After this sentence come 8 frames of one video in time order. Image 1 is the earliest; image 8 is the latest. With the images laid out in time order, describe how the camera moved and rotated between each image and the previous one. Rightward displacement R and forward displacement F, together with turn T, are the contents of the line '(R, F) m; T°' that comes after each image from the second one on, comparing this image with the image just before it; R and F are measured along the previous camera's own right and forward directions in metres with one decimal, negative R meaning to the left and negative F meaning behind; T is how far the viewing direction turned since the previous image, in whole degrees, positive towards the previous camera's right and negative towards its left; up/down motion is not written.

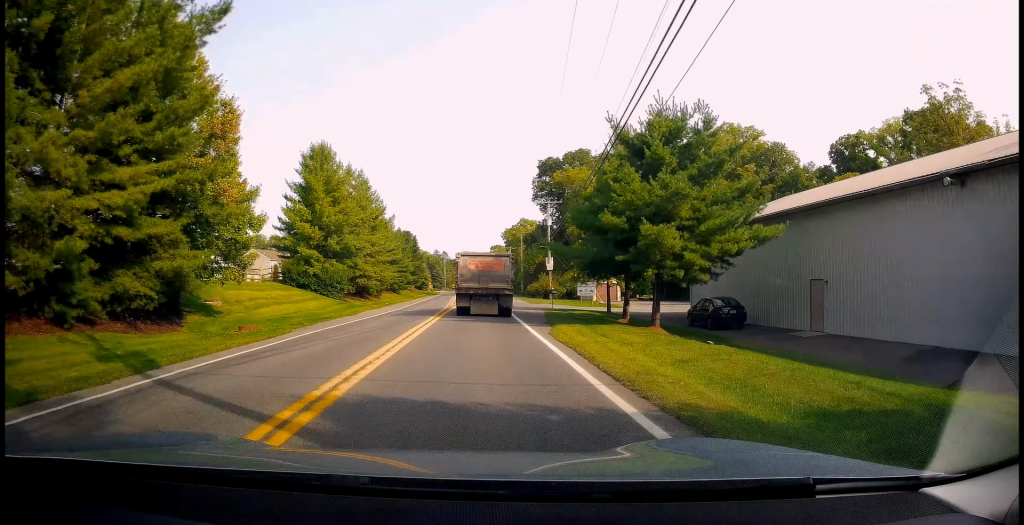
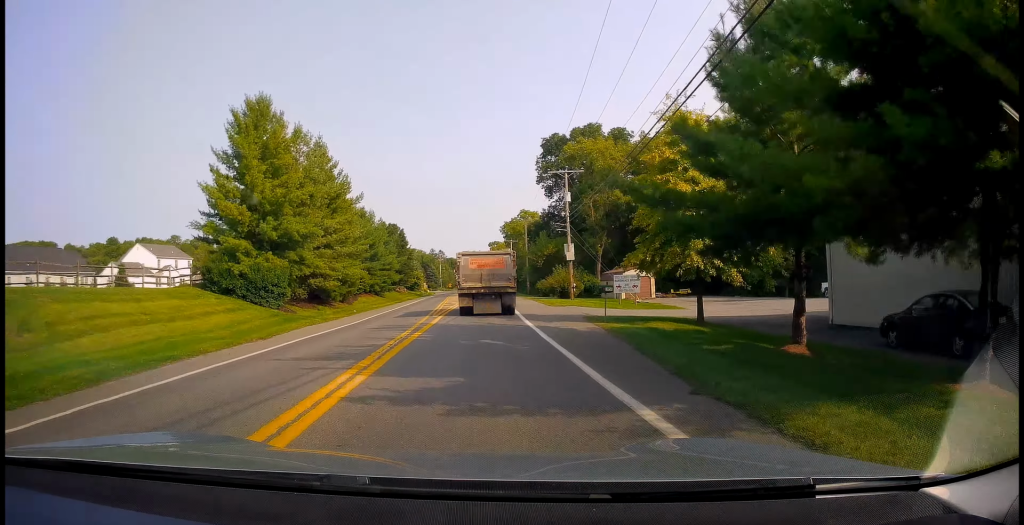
(+0.2, +15.5) m; +1°
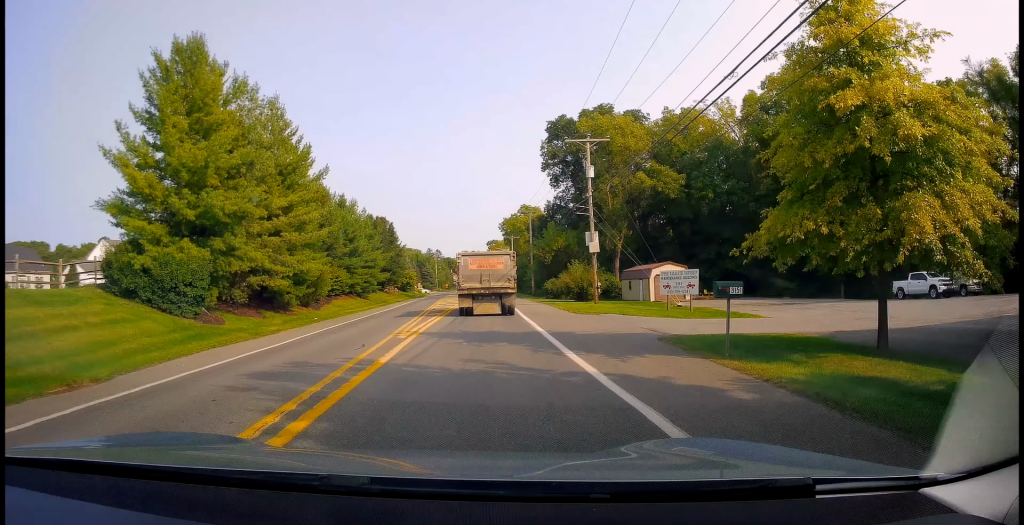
(0.0, +10.6) m; 0°
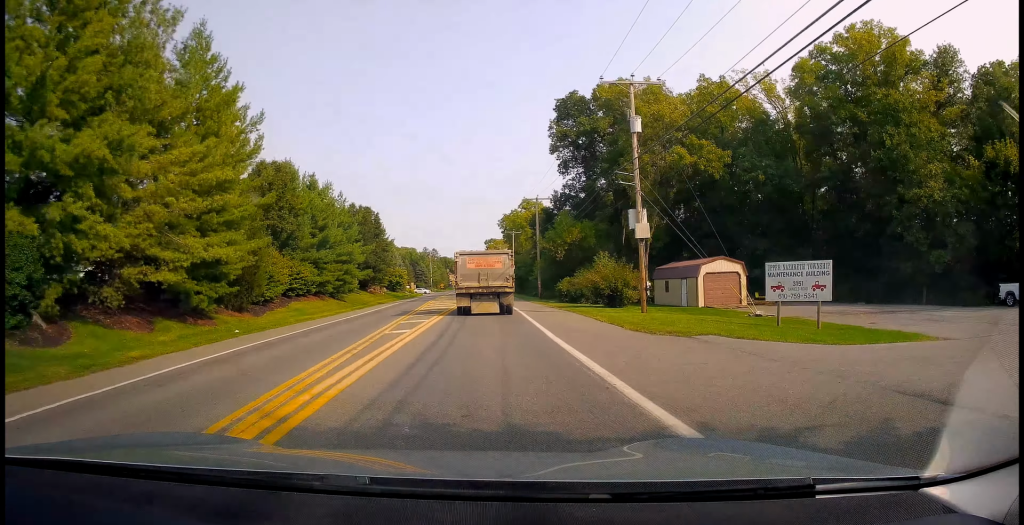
(0.0, +11.8) m; 0°
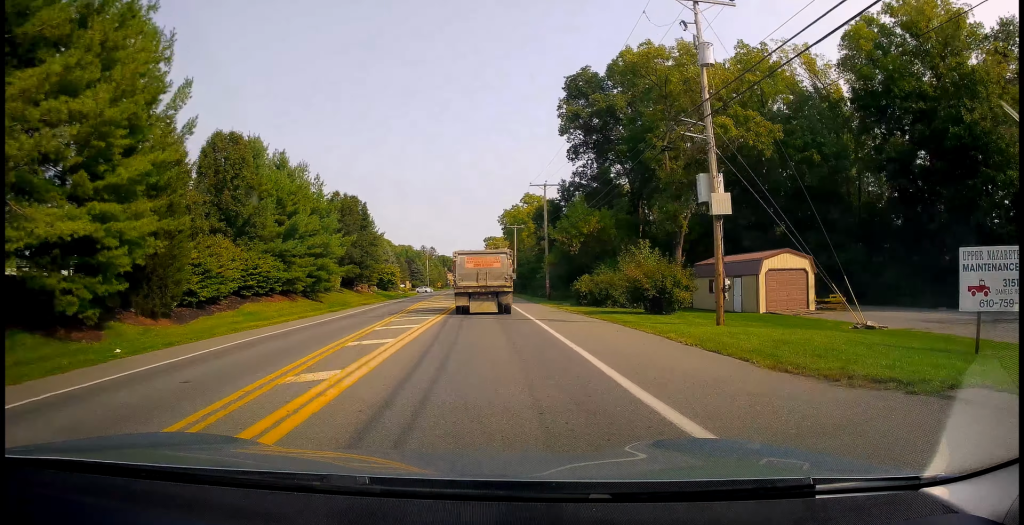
(-0.1, +8.9) m; 0°
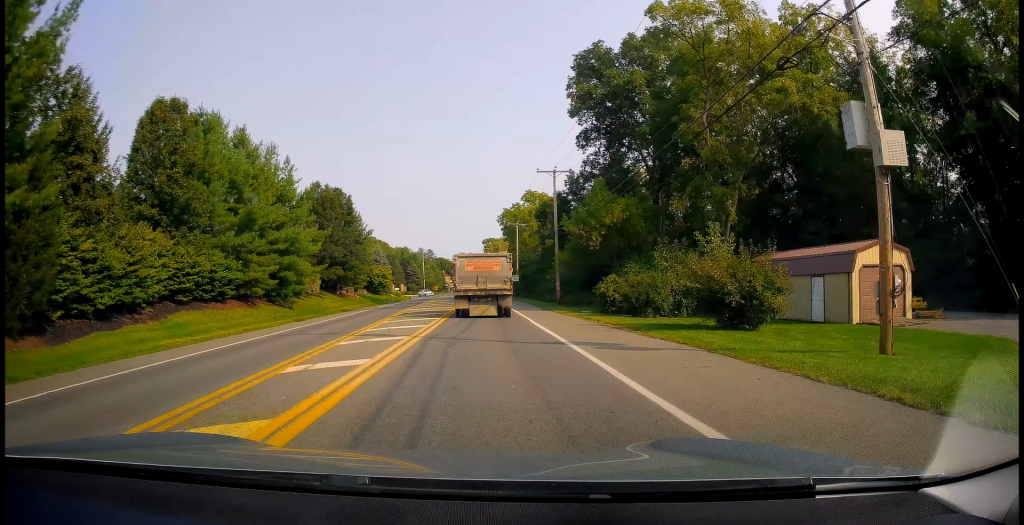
(0.0, +8.9) m; +1°
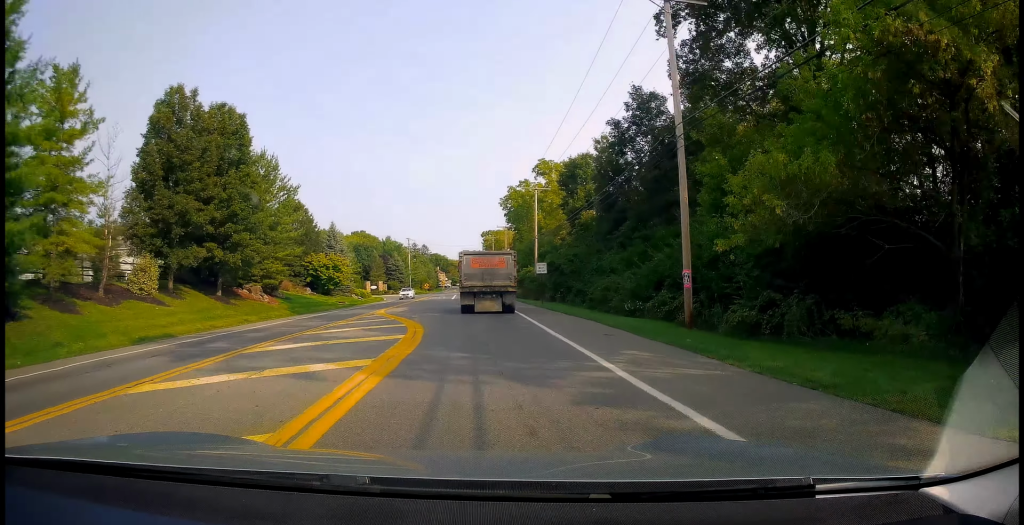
(+0.5, +31.7) m; 0°
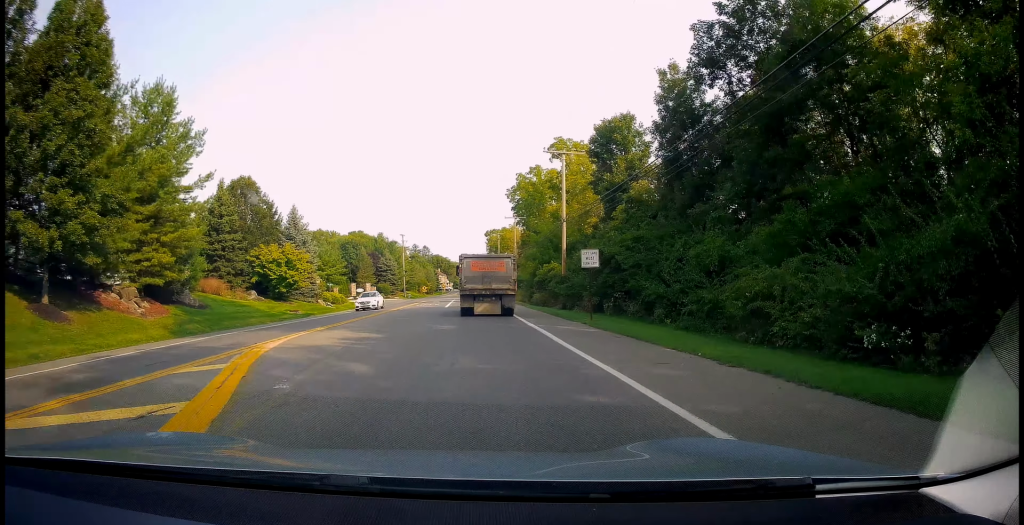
(-0.2, +17.3) m; 0°
